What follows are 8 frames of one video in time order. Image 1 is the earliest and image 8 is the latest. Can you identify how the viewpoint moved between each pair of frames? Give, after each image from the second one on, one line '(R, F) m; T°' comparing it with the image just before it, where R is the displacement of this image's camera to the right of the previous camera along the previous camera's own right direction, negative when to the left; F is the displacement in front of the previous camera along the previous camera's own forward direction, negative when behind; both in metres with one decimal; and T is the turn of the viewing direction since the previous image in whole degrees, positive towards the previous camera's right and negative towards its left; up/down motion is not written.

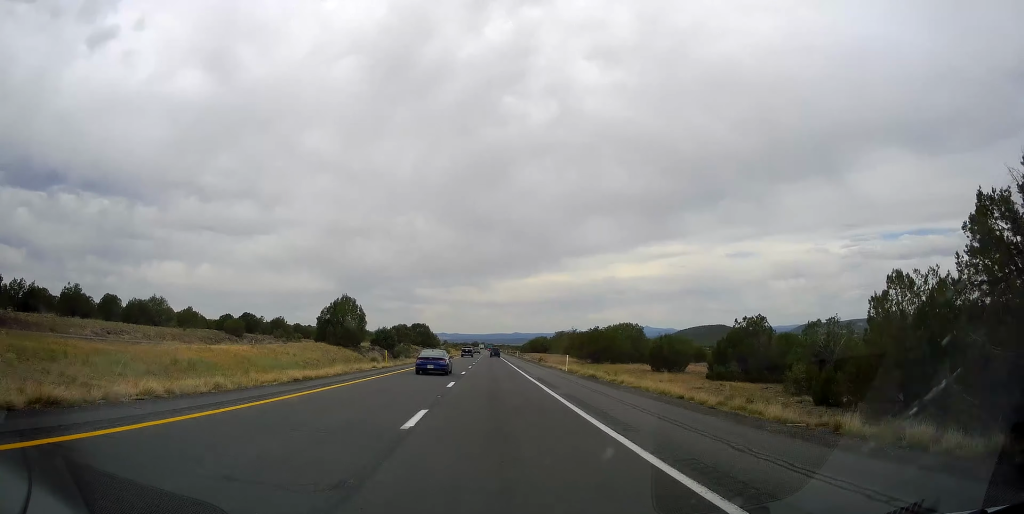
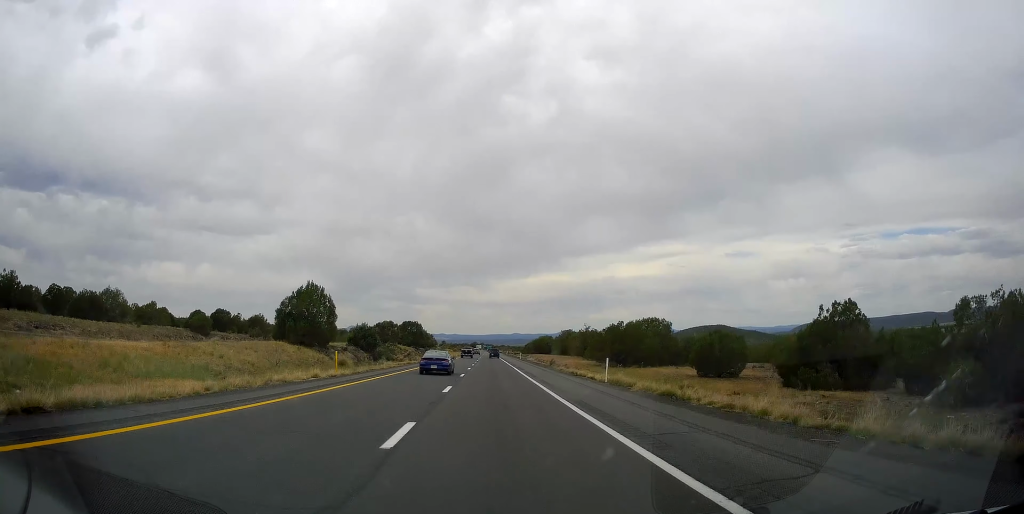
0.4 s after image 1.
(-0.2, +14.4) m; 0°
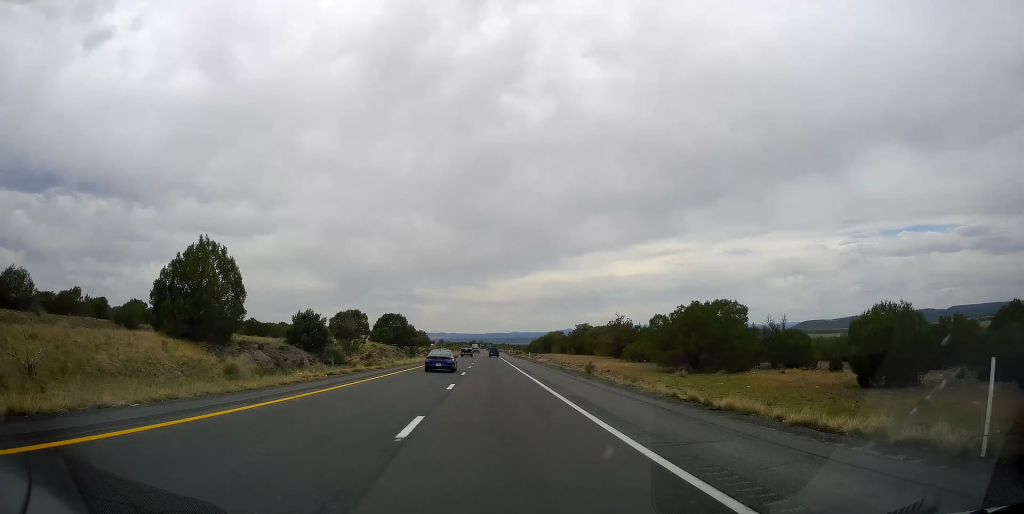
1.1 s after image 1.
(+0.4, +23.3) m; 0°
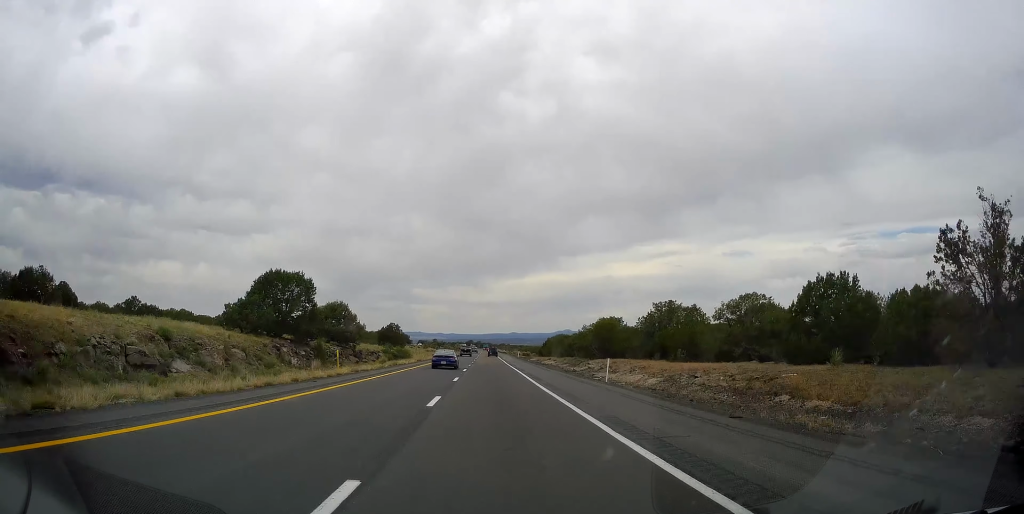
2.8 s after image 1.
(-0.3, +55.2) m; -1°
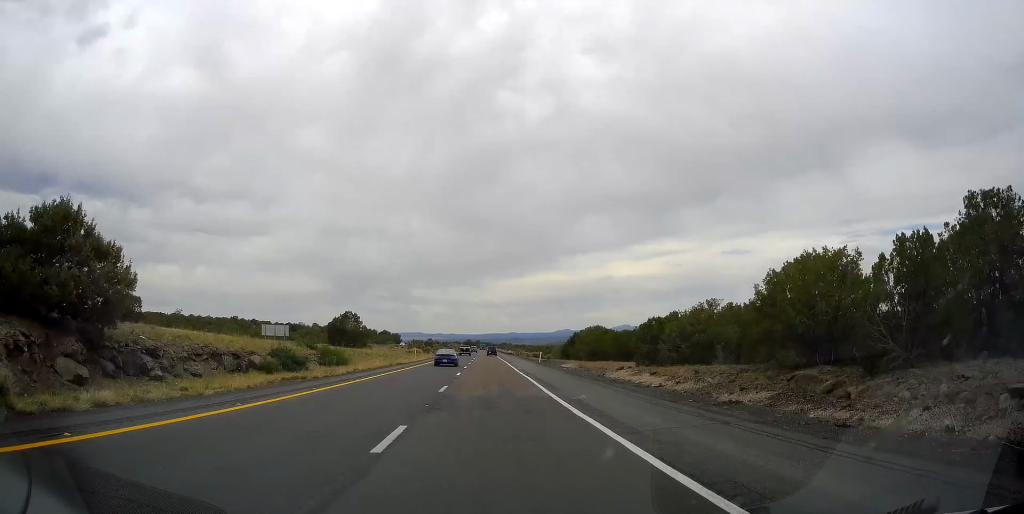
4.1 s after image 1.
(0.0, +44.1) m; +1°
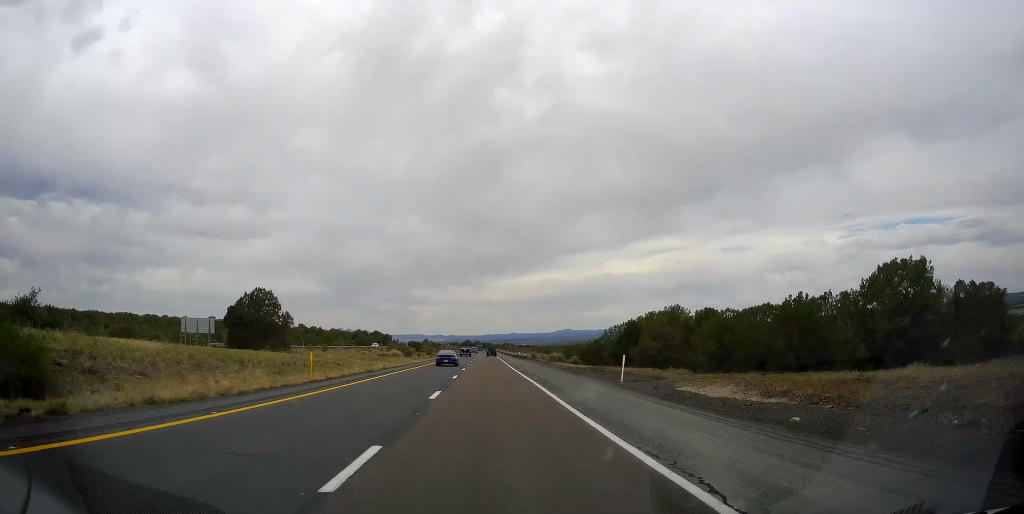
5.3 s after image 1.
(+0.3, +38.7) m; 0°
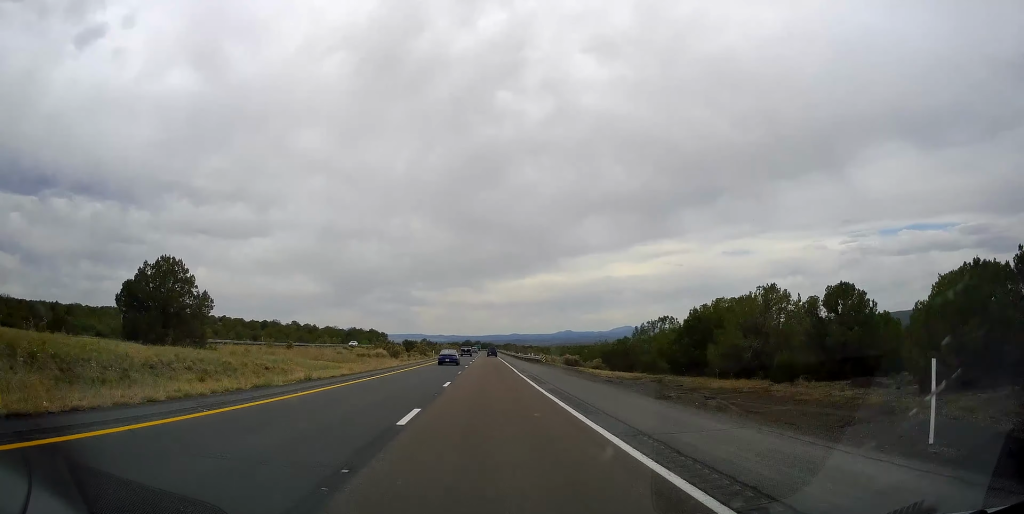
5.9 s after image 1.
(-0.1, +18.8) m; 0°
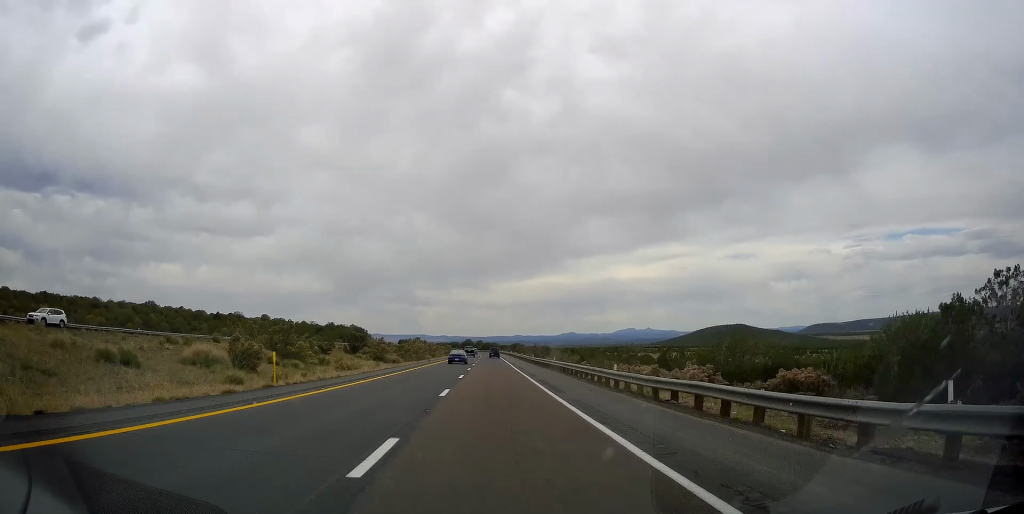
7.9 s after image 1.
(-0.7, +66.0) m; -1°
